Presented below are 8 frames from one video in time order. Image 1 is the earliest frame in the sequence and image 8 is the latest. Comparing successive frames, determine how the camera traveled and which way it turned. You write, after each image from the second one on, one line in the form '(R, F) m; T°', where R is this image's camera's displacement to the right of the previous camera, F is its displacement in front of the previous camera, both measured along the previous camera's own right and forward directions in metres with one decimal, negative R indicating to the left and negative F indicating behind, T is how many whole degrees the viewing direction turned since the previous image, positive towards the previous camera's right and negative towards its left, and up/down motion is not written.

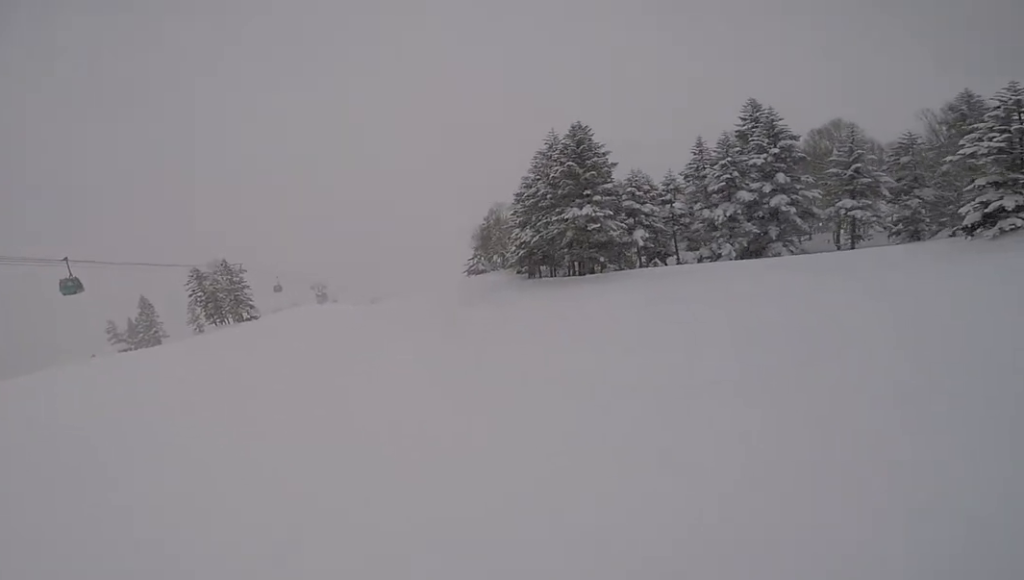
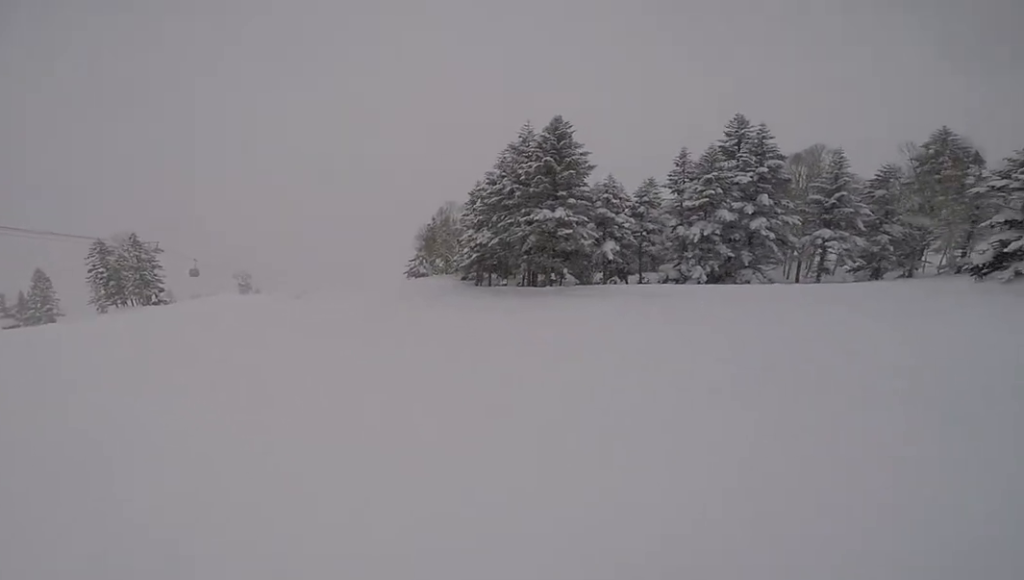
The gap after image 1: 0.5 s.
(+0.3, +4.0) m; +9°
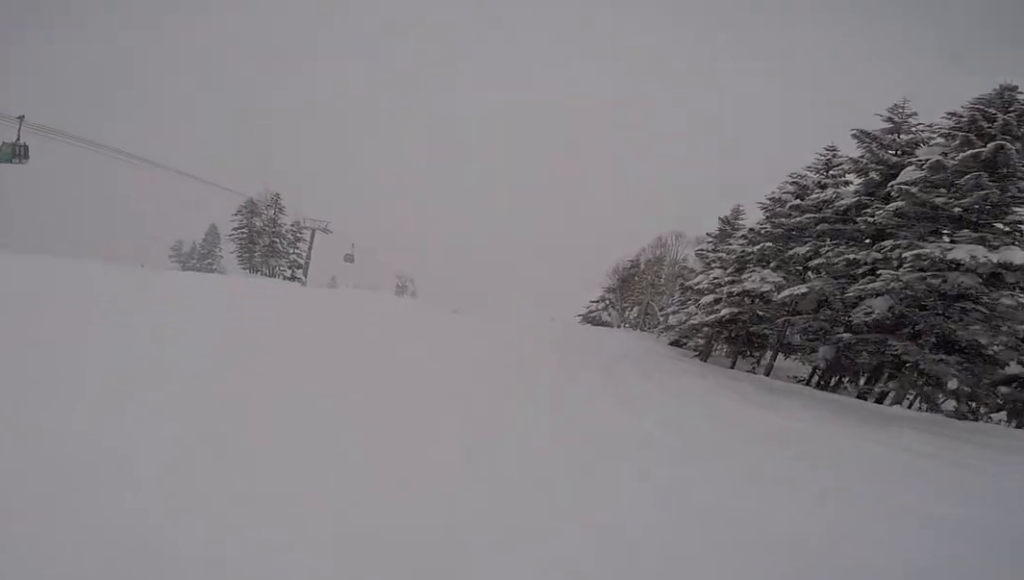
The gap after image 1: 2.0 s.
(+1.2, +11.6) m; -2°
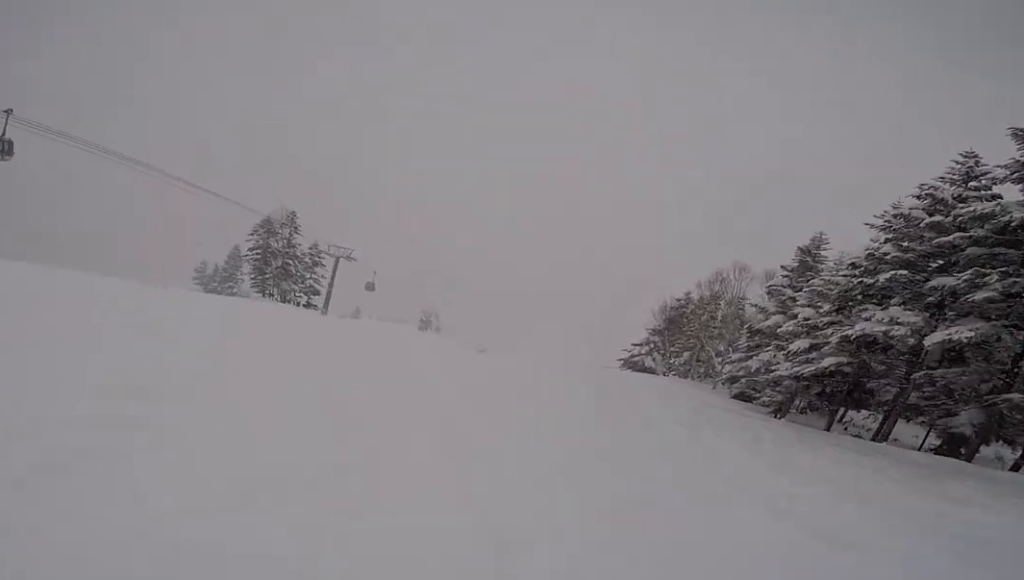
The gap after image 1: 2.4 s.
(-0.2, +3.7) m; -9°
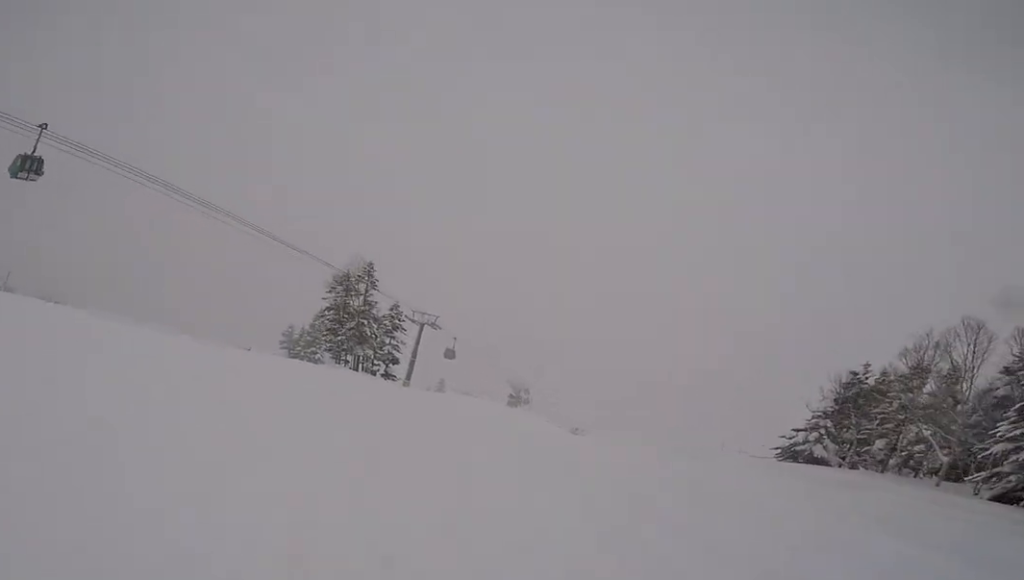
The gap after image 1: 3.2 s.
(-0.8, +5.6) m; -11°
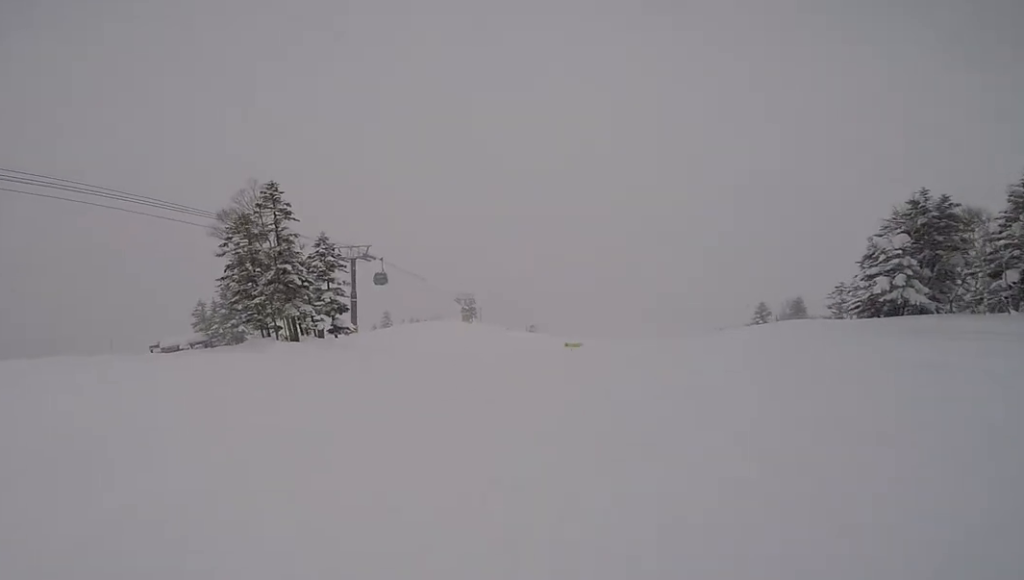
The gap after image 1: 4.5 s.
(-1.1, +9.8) m; +6°
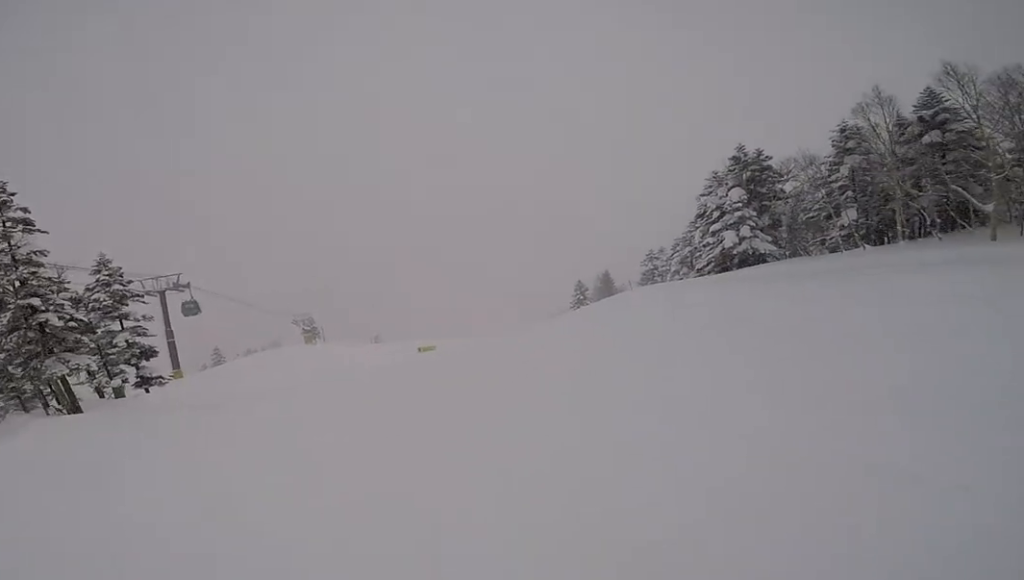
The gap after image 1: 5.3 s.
(+1.0, +4.9) m; +22°
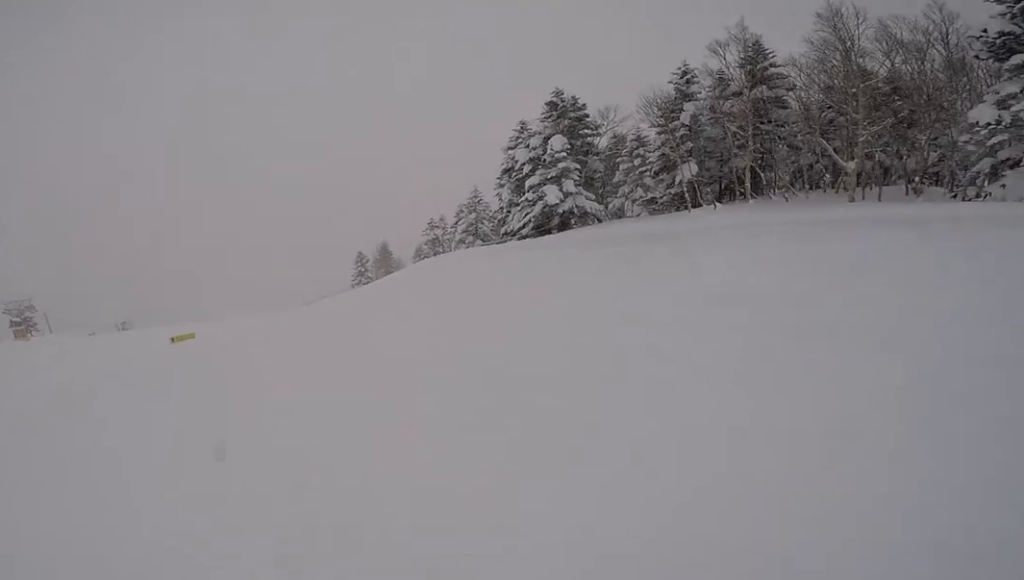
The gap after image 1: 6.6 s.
(+2.8, +7.5) m; +15°
